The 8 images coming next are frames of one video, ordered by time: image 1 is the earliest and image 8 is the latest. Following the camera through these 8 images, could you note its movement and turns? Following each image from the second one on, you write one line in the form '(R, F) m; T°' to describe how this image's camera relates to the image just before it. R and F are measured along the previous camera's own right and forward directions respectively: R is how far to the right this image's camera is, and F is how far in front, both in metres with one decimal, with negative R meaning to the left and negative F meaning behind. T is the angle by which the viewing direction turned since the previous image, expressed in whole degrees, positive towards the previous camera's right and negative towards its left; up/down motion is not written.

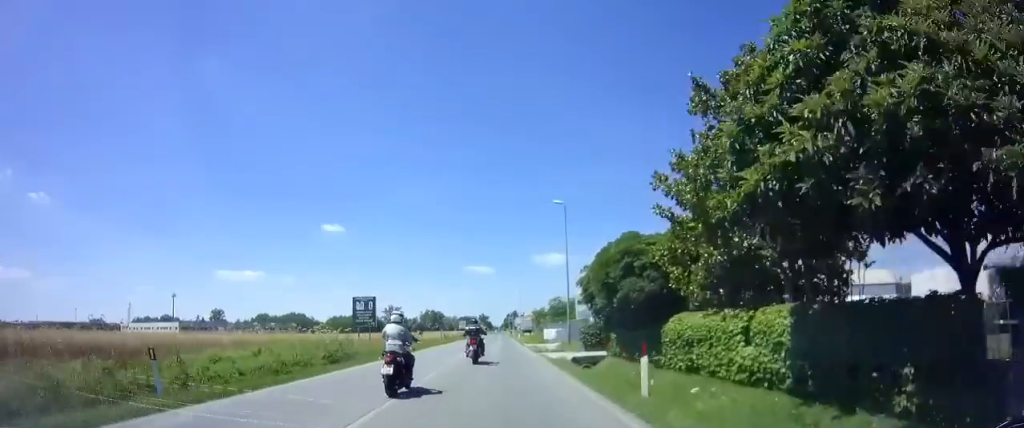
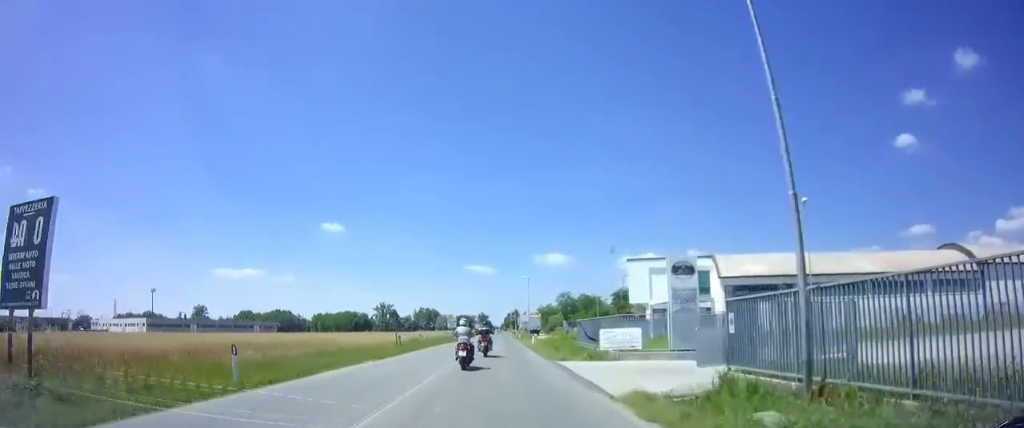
(+0.4, +29.0) m; +1°
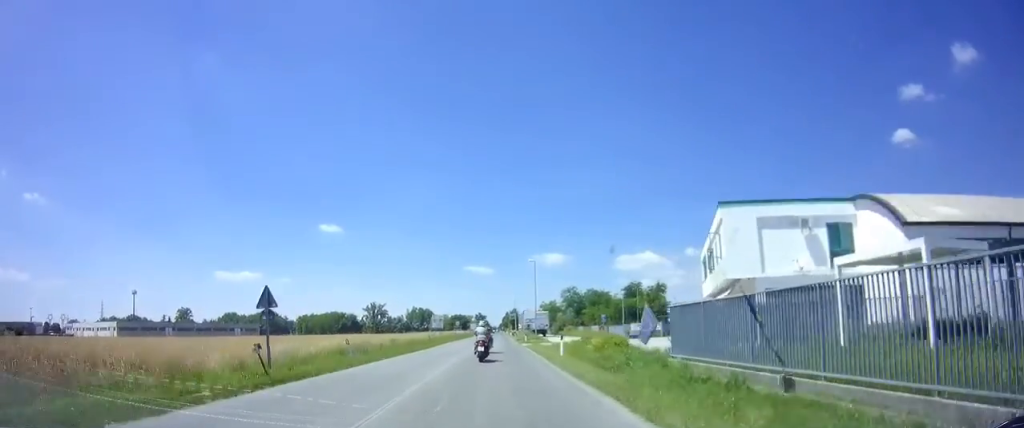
(0.0, +20.4) m; 0°
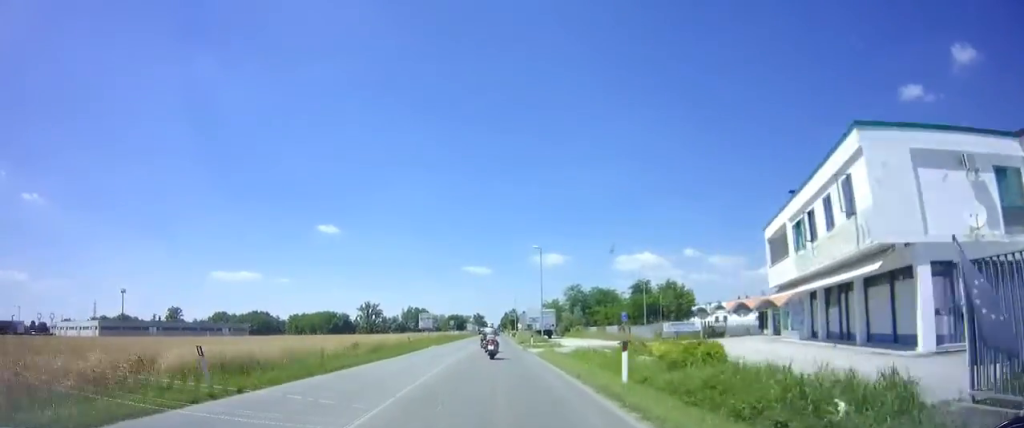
(0.0, +11.5) m; 0°
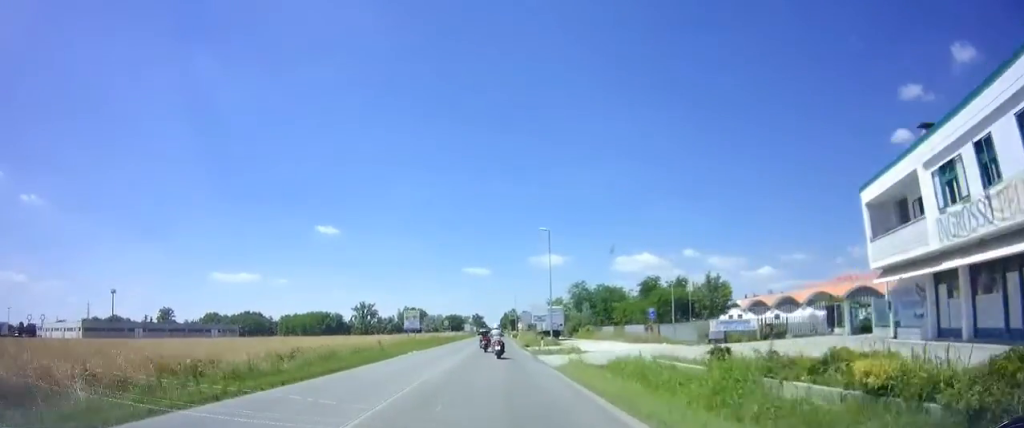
(-0.1, +10.3) m; 0°
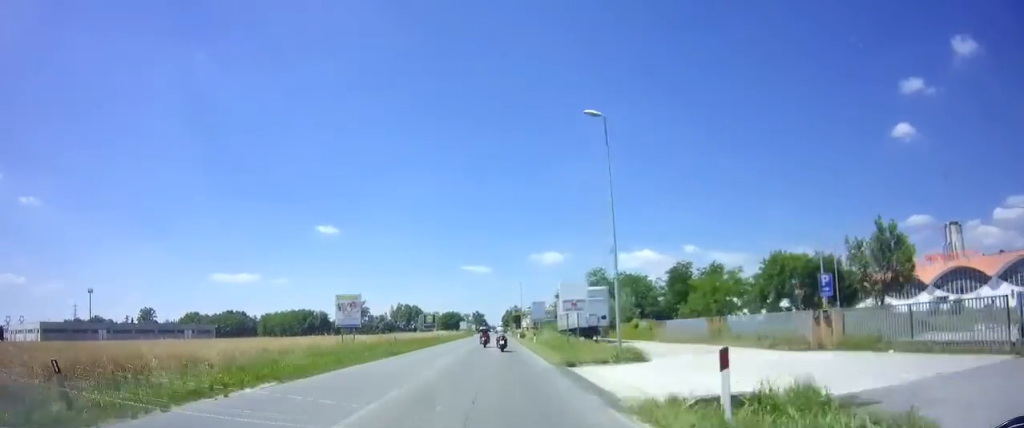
(0.0, +25.8) m; 0°
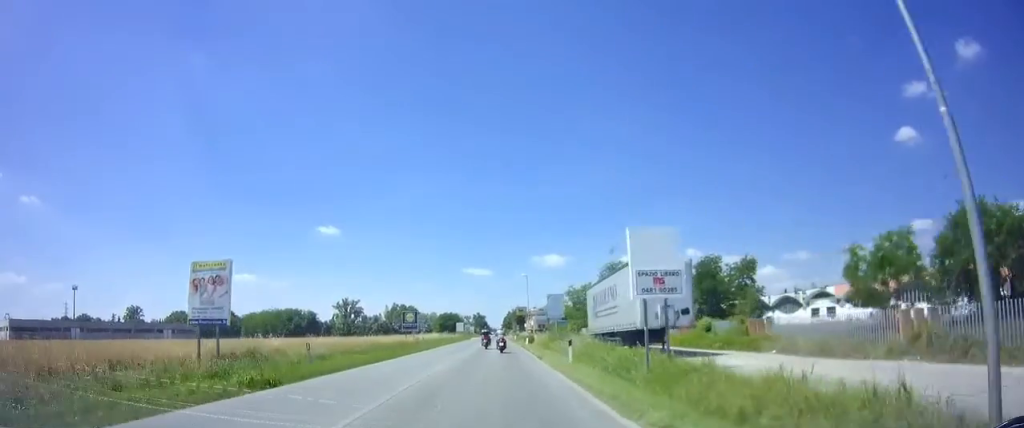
(0.0, +16.7) m; 0°
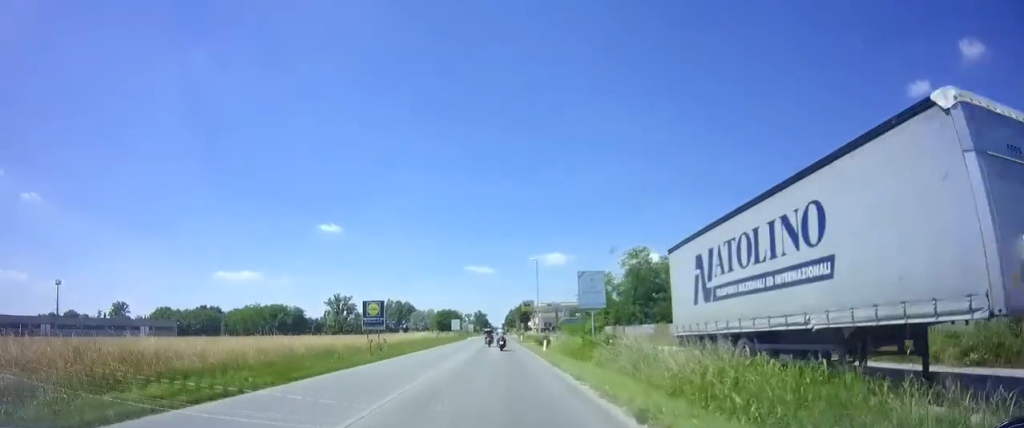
(0.0, +16.7) m; 0°
